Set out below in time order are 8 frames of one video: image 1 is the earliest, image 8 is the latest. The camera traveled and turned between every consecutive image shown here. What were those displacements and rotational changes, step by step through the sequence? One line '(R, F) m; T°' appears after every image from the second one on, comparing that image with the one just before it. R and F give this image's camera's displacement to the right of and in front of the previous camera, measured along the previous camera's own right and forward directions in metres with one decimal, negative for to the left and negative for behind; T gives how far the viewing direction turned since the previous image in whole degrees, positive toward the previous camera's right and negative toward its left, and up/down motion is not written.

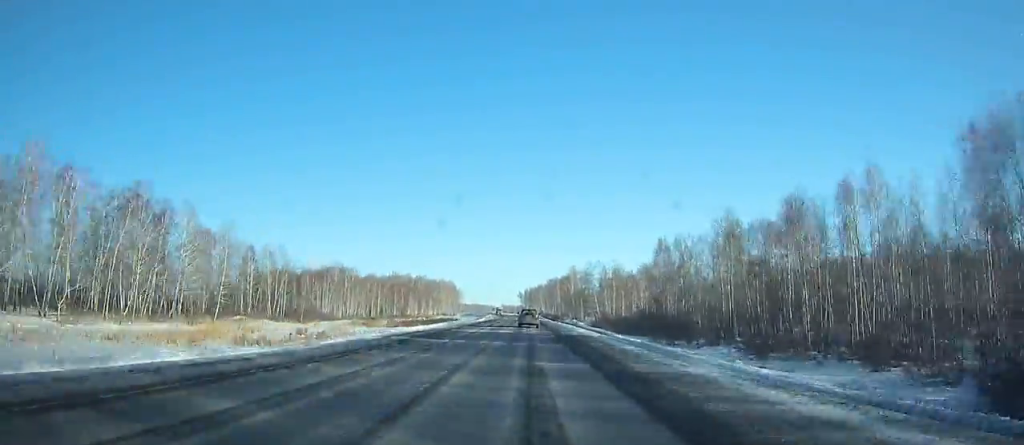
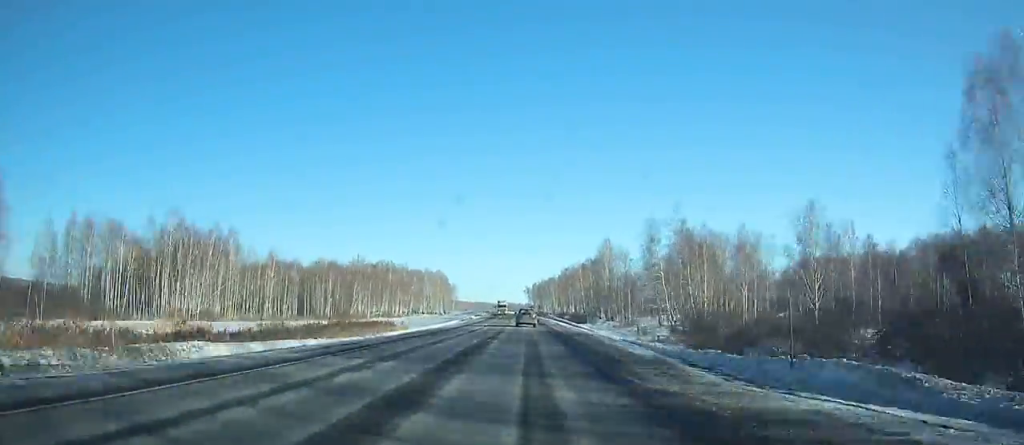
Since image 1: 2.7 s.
(+0.2, +80.5) m; -1°
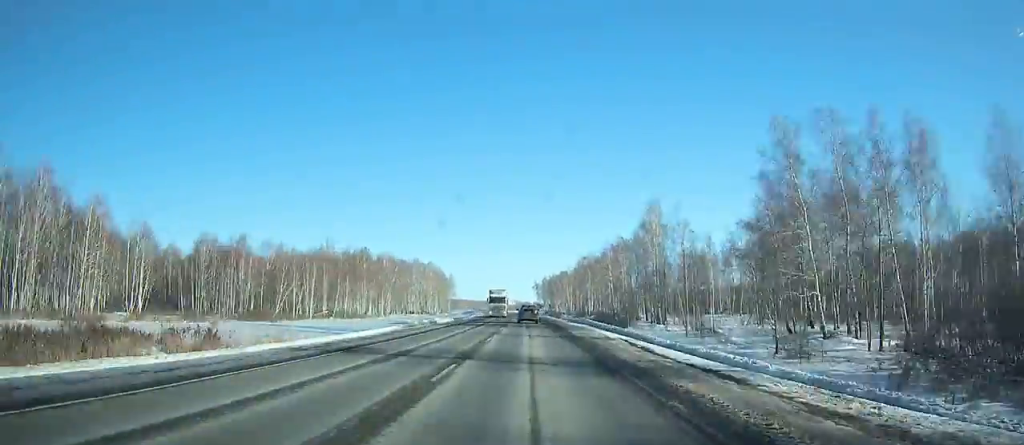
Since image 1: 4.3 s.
(-0.6, +48.0) m; -1°
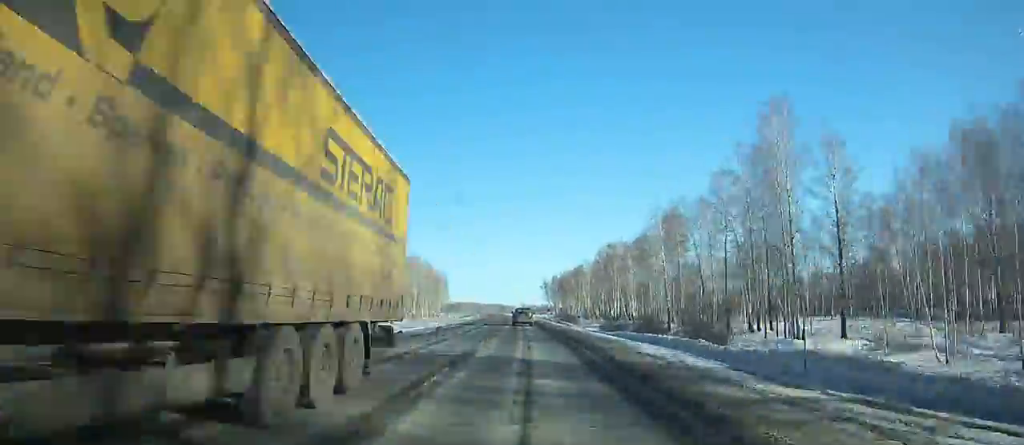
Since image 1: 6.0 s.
(-0.1, +50.9) m; -1°
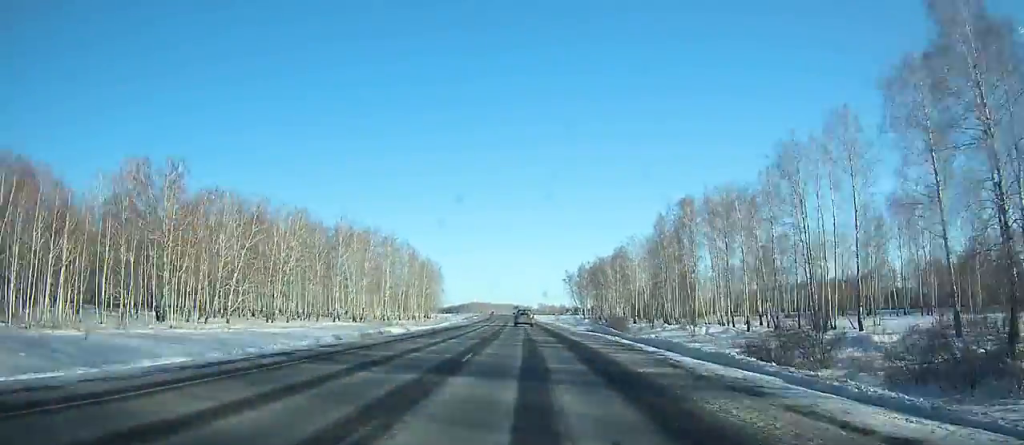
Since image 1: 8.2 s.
(-0.9, +65.8) m; -2°
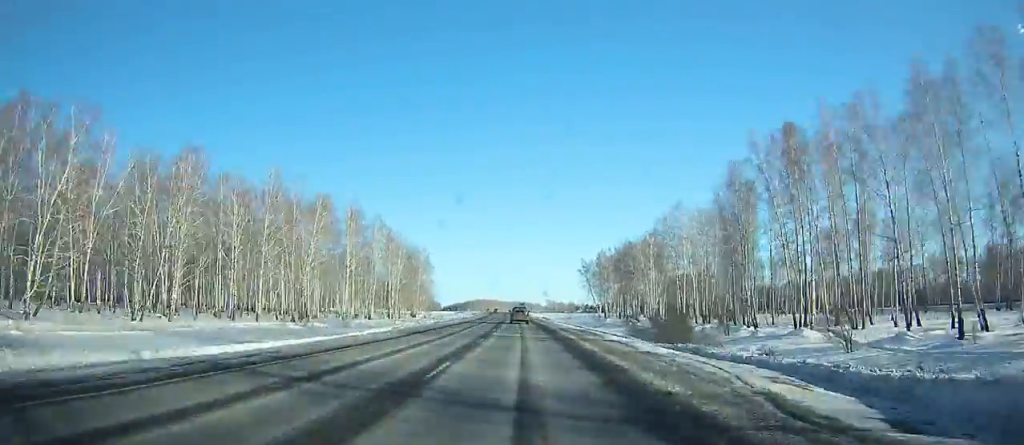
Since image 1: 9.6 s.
(-0.5, +41.7) m; -1°
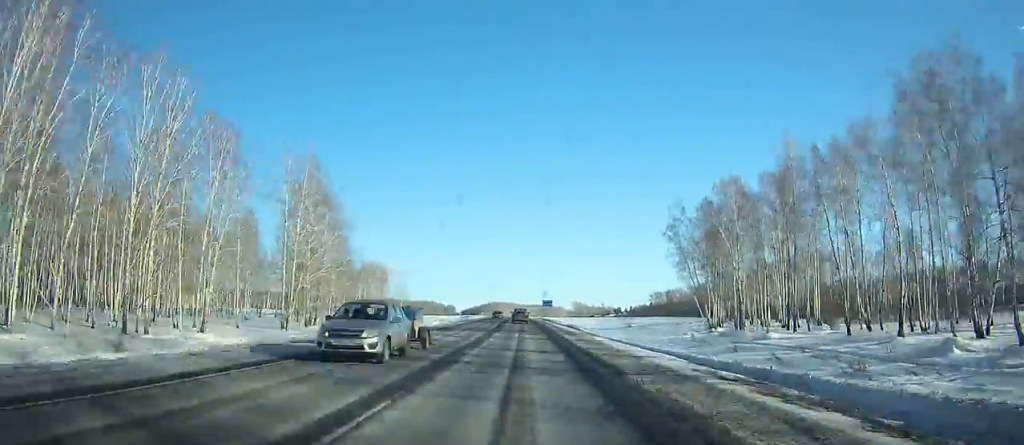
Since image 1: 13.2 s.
(-2.3, +106.3) m; -2°
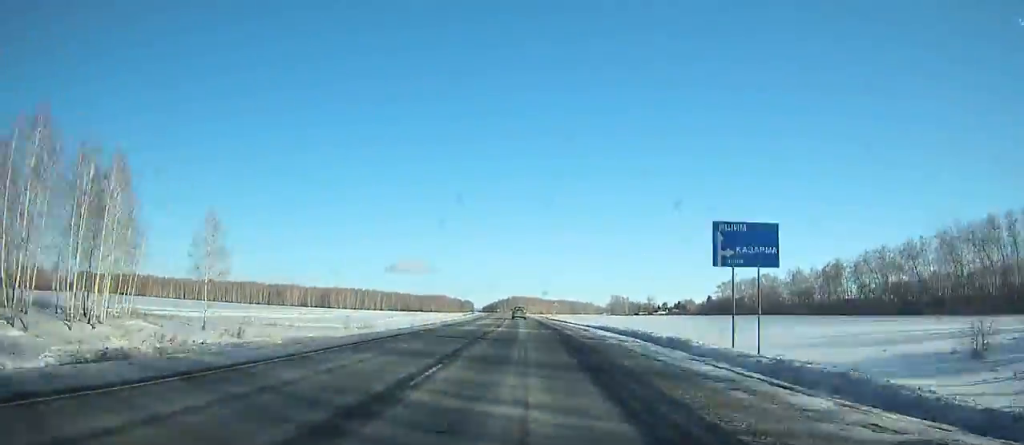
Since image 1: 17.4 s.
(-2.0, +118.0) m; -2°
